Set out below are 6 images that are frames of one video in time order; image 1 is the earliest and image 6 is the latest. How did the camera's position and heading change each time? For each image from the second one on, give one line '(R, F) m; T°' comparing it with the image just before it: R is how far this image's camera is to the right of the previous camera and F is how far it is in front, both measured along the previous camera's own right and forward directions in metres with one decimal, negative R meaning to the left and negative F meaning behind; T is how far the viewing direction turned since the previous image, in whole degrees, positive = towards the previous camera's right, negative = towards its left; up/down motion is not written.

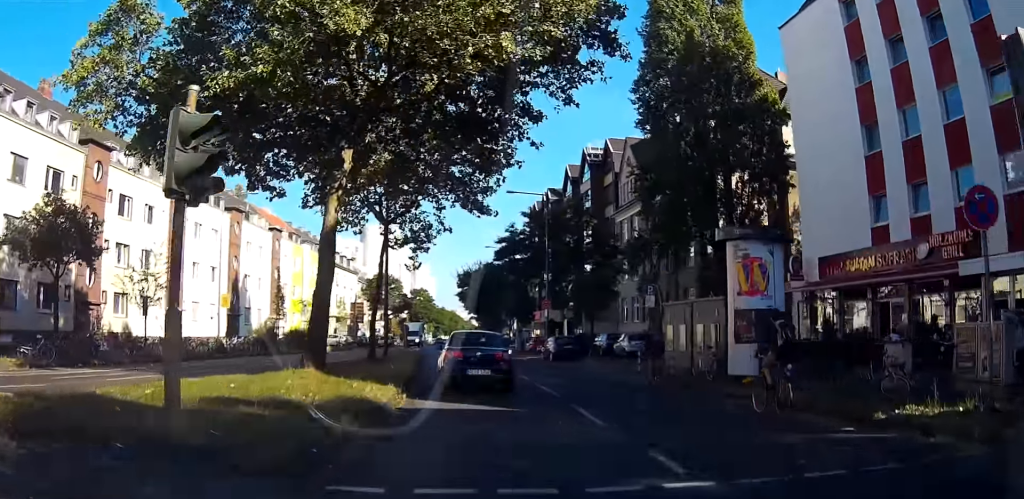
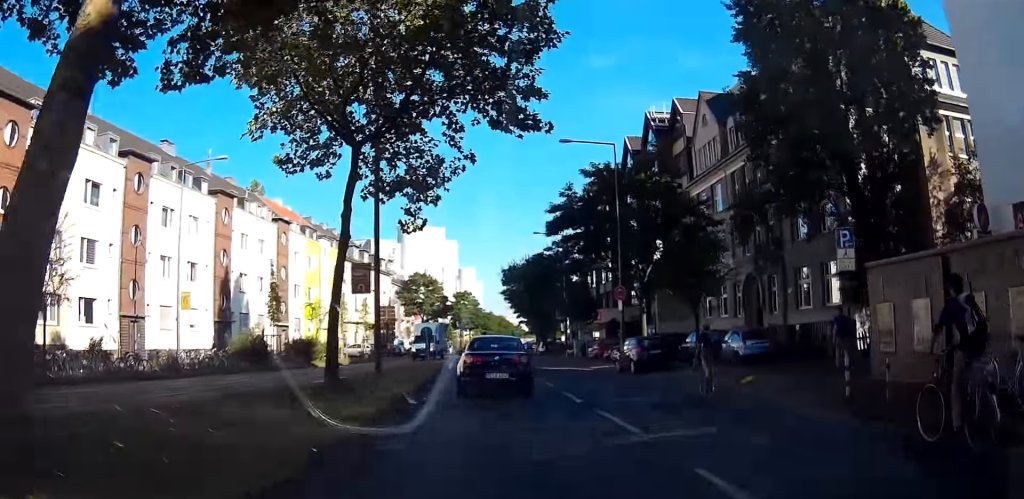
(-1.0, +14.8) m; -5°
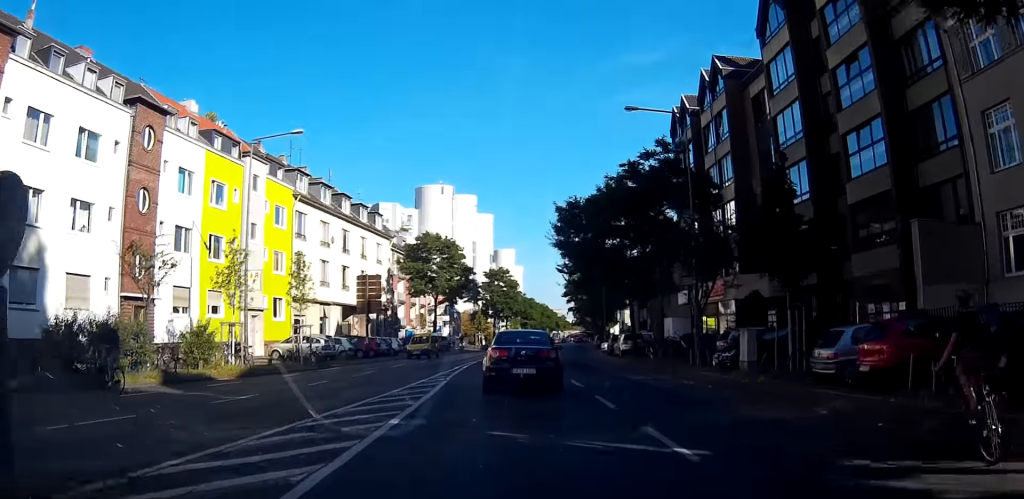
(-0.5, +34.2) m; -1°
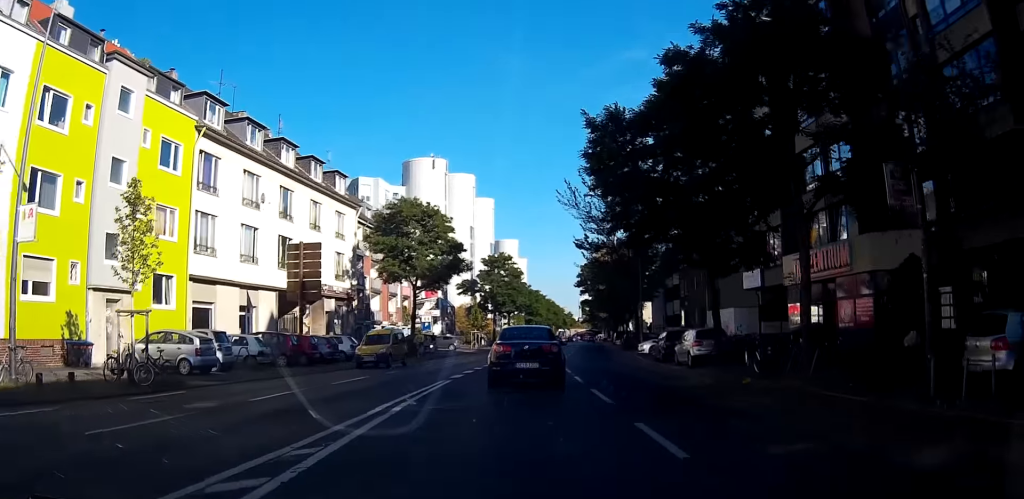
(-0.3, +17.3) m; -1°
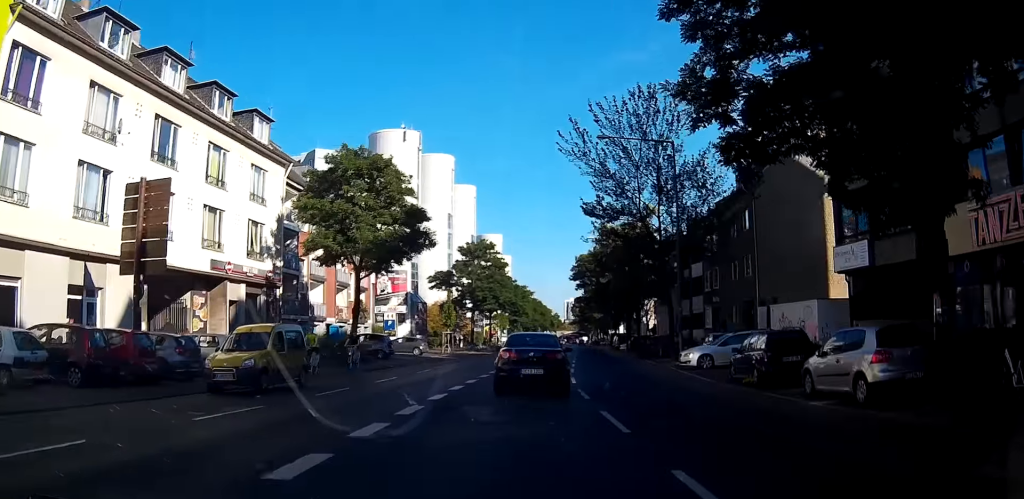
(+0.5, +14.6) m; +5°
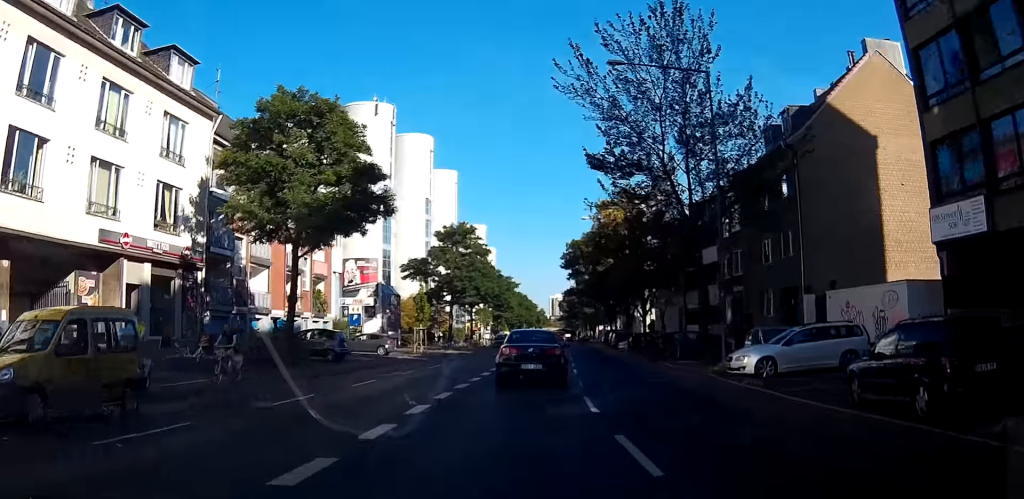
(+0.3, +9.1) m; +3°
